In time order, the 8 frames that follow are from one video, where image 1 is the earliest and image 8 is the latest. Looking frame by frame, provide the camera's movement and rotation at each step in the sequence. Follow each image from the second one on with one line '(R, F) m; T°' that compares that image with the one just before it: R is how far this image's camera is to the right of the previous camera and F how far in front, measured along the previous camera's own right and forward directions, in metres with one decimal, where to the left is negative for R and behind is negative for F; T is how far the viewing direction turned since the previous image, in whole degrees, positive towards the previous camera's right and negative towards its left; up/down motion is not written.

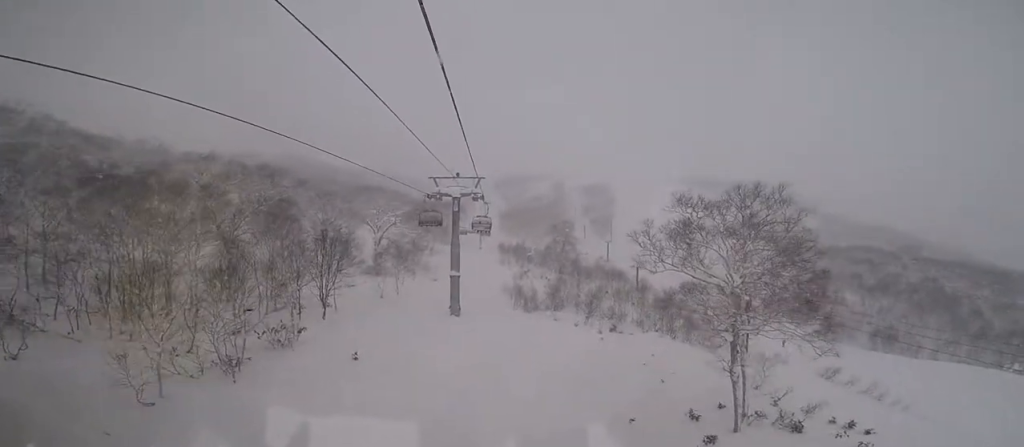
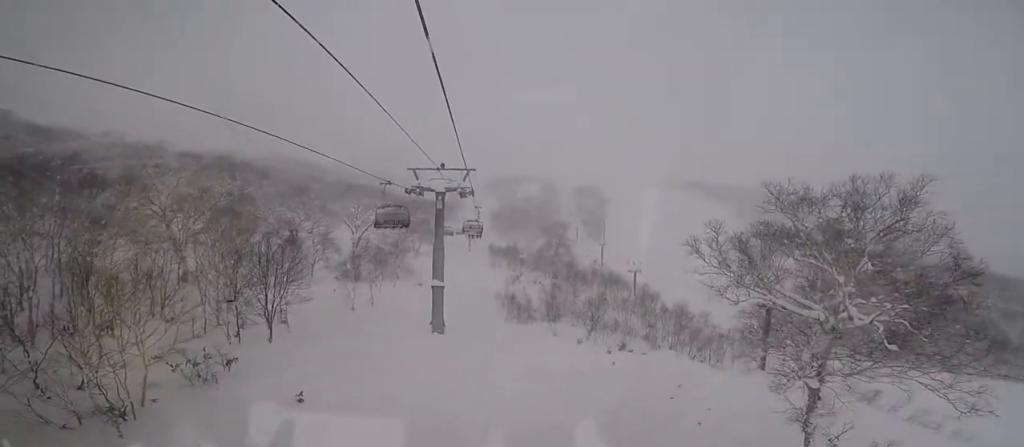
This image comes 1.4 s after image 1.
(0.0, +5.5) m; 0°
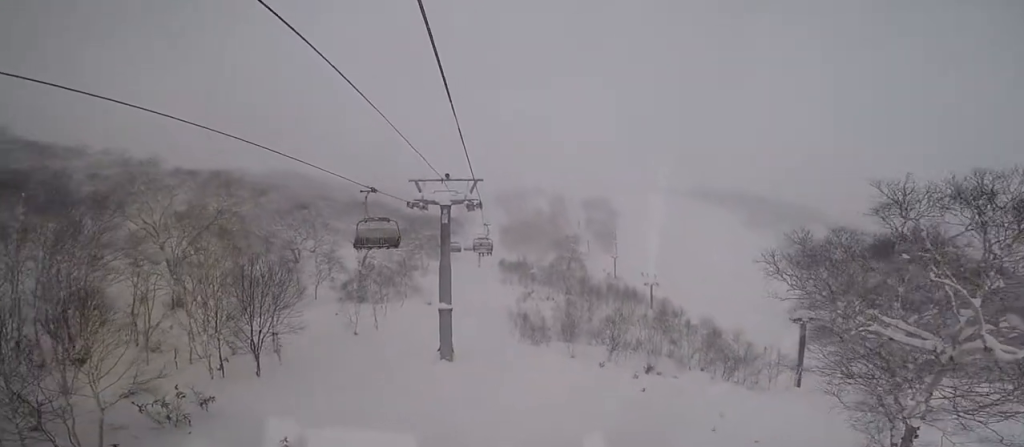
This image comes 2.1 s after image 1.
(0.0, +2.8) m; -2°
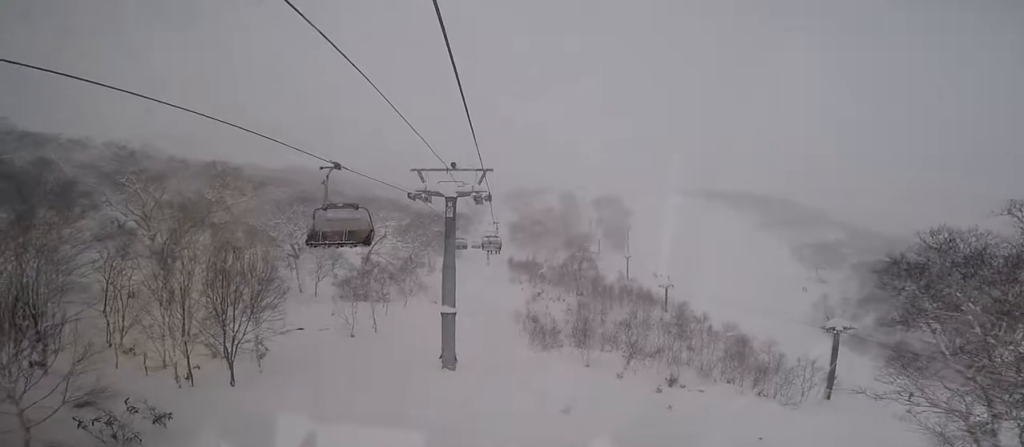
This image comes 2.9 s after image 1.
(0.0, +2.8) m; -3°
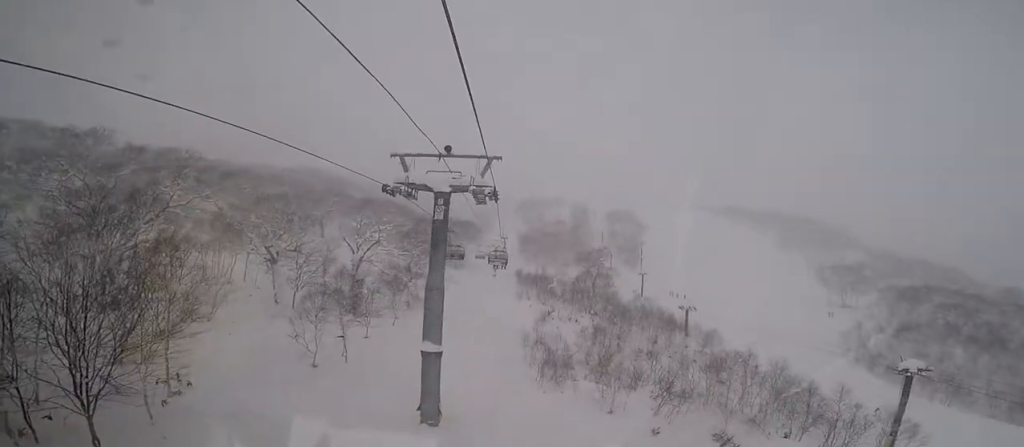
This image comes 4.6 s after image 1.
(0.0, +6.7) m; +4°
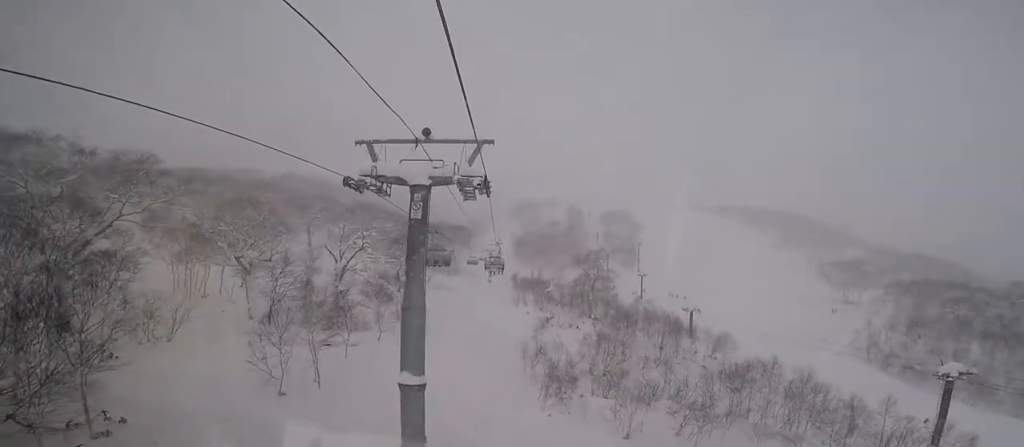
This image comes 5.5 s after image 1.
(+0.1, +3.5) m; +1°
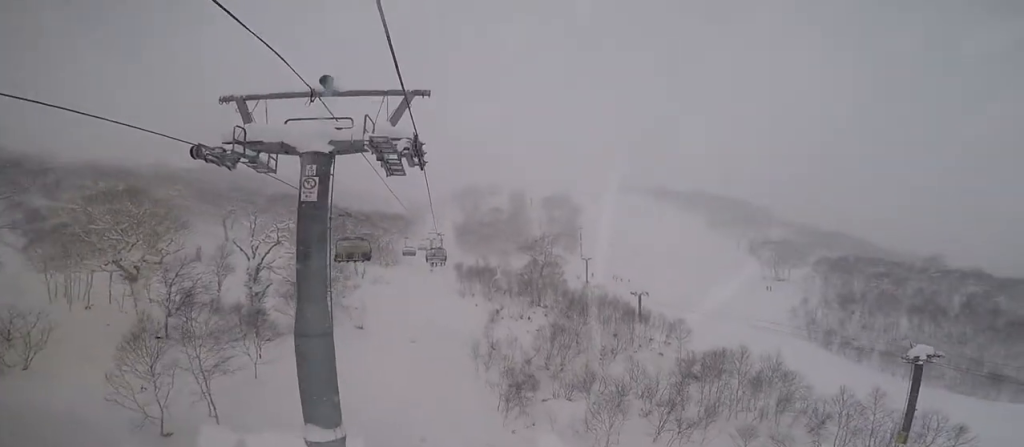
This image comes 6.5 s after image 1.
(0.0, +4.2) m; 0°
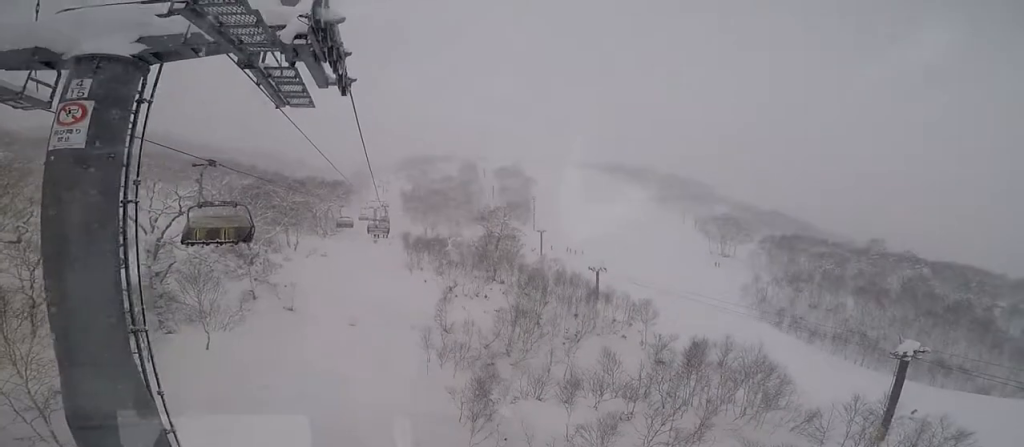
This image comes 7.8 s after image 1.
(0.0, +5.0) m; 0°
